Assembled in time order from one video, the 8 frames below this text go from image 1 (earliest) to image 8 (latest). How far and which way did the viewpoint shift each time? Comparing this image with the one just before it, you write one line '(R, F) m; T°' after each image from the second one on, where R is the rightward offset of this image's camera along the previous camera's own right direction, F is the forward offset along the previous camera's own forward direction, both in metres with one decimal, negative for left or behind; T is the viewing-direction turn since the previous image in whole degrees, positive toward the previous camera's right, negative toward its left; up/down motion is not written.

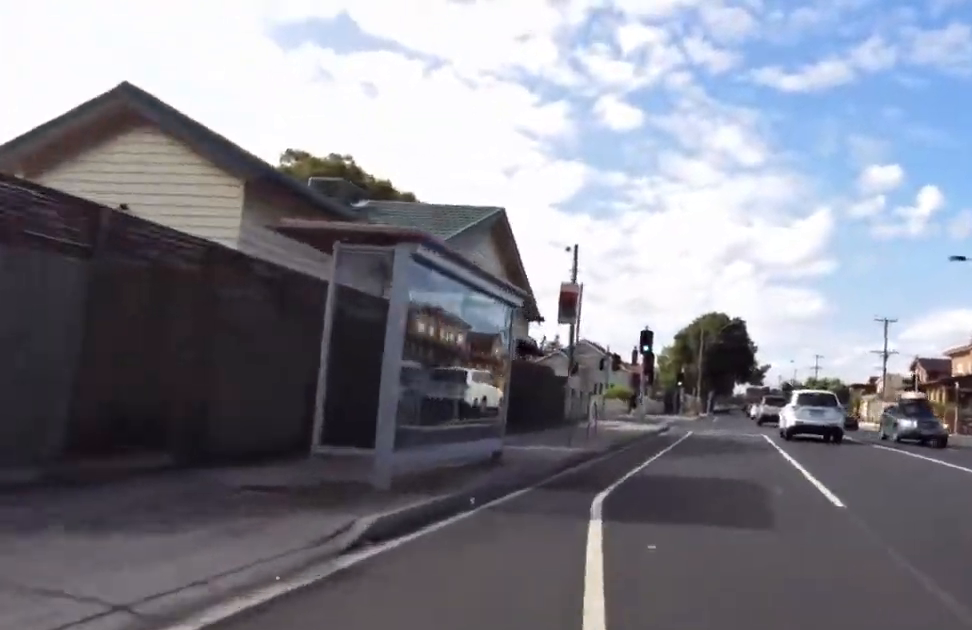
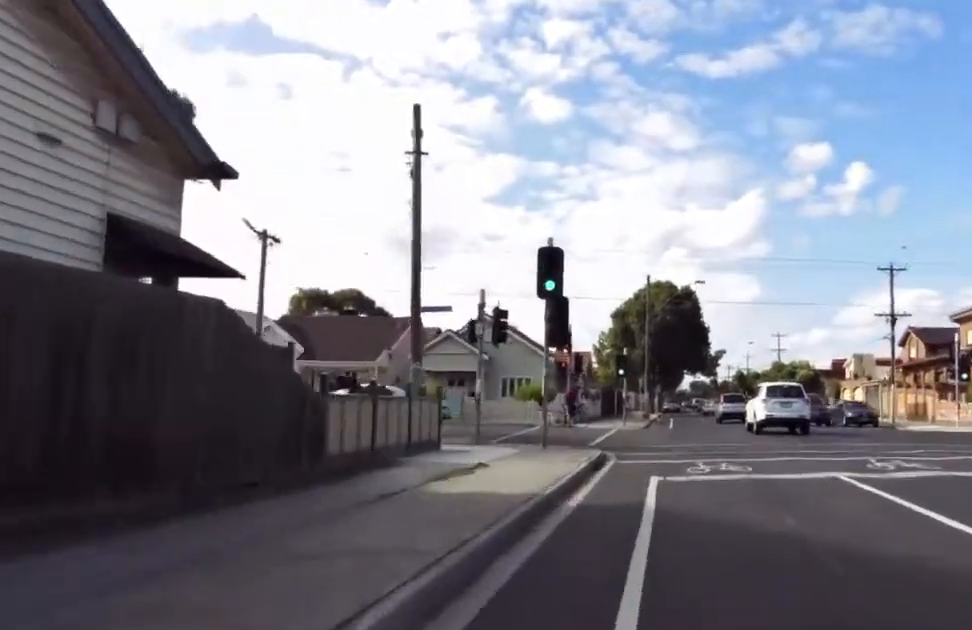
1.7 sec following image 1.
(+1.3, +16.4) m; +12°
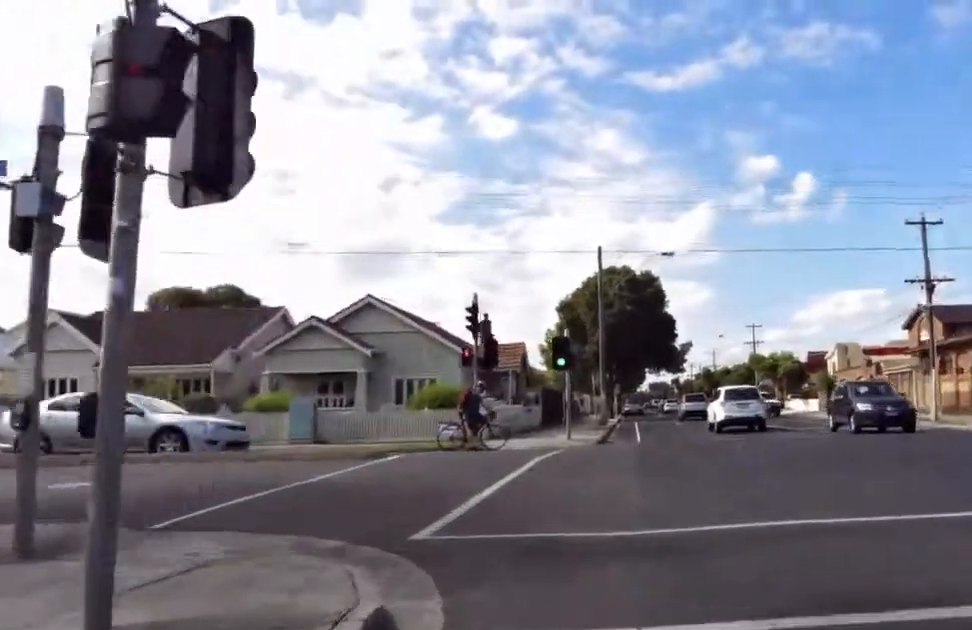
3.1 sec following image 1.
(+0.6, +12.4) m; +2°
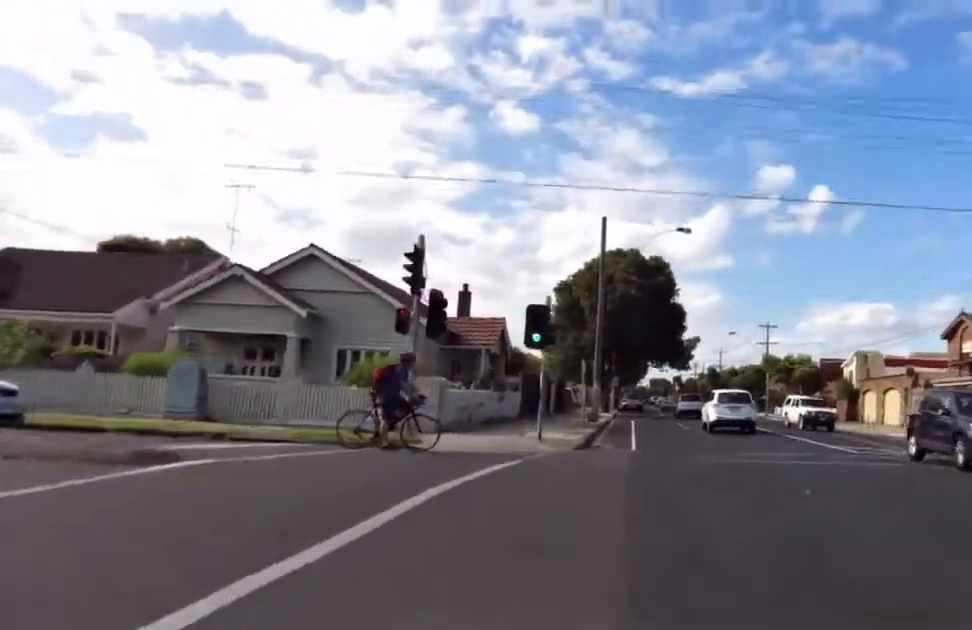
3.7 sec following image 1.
(0.0, +6.2) m; -4°
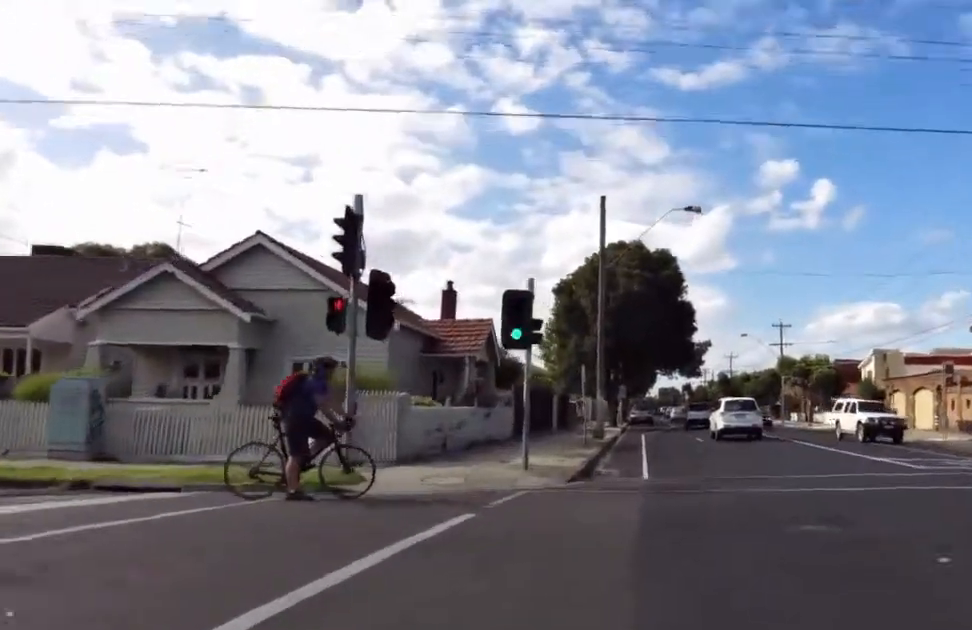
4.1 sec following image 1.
(+0.3, +3.7) m; -3°
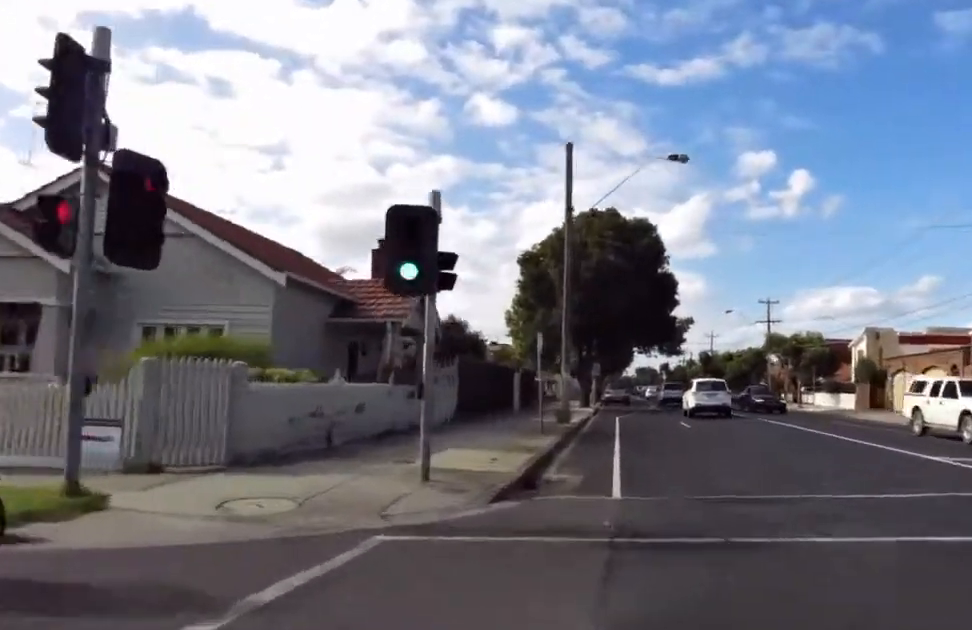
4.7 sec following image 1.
(-0.6, +5.2) m; 0°
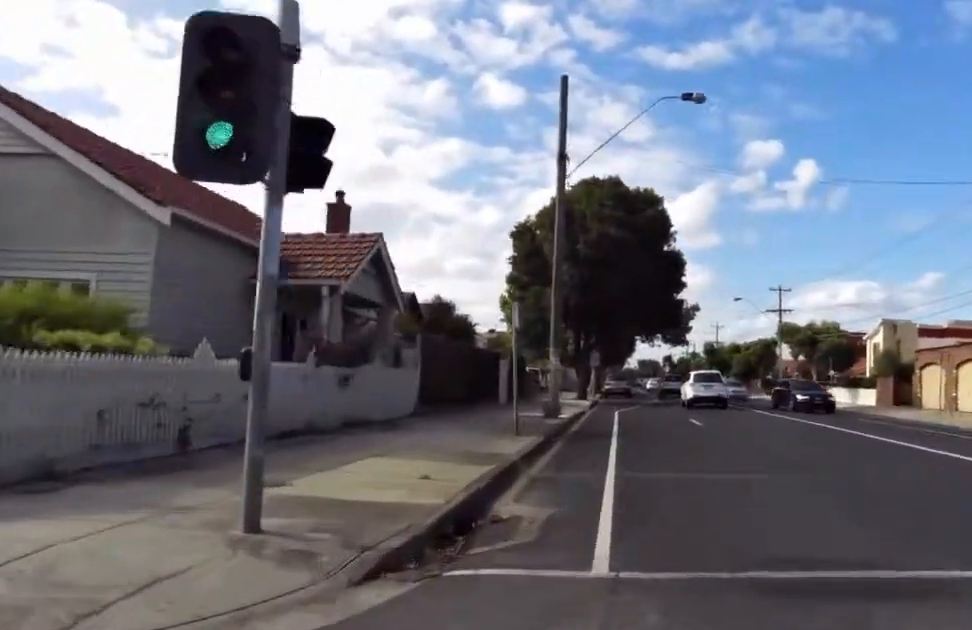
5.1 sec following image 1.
(-0.5, +4.0) m; 0°
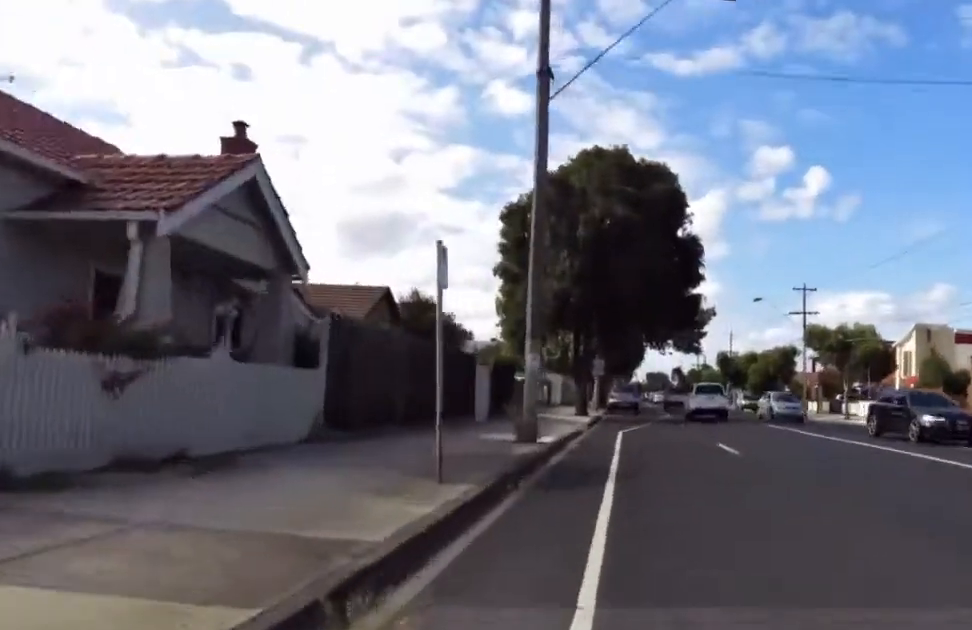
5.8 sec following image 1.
(+0.7, +5.8) m; 0°
